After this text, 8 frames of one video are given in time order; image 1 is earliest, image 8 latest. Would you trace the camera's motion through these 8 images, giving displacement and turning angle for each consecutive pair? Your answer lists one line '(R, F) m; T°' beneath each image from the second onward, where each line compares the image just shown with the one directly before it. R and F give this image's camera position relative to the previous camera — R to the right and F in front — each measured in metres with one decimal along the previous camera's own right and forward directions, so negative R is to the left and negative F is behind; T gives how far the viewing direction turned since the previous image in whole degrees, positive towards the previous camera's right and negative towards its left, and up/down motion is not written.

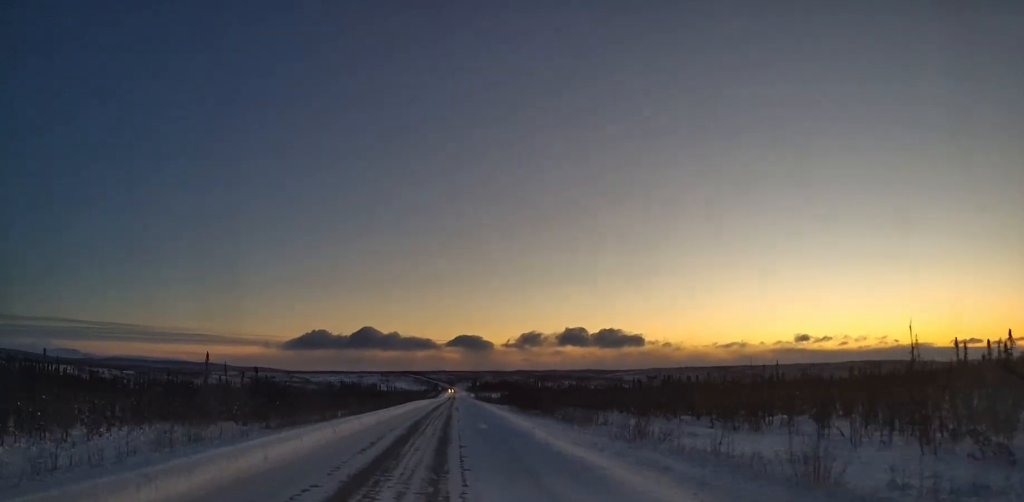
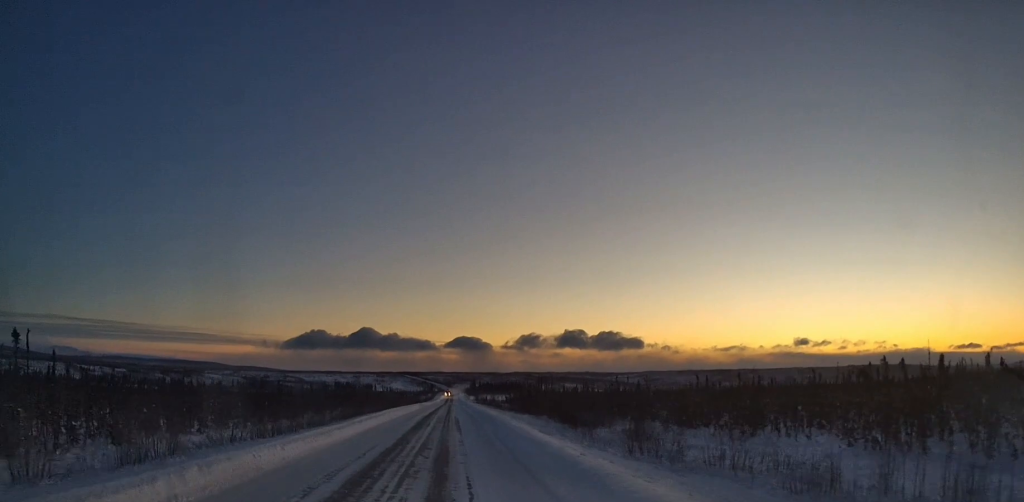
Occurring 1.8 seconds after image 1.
(0.0, +32.2) m; 0°
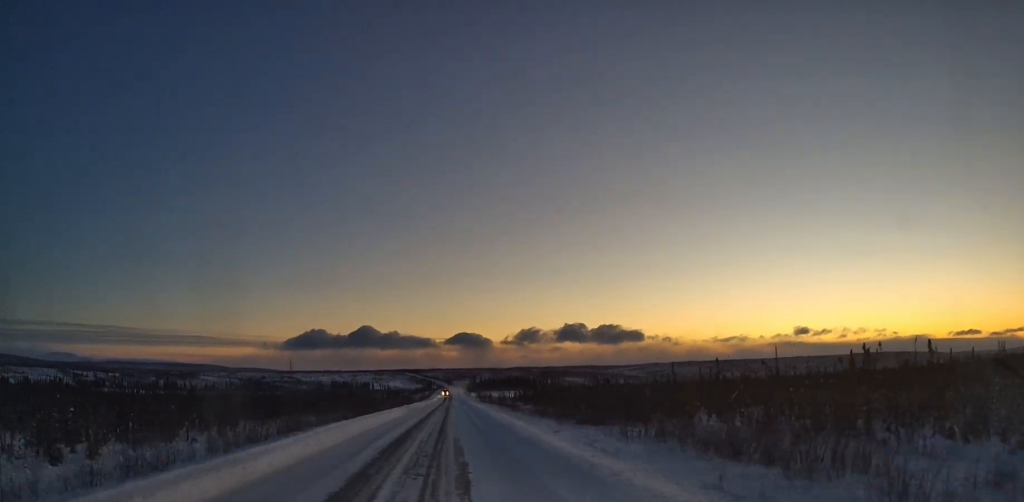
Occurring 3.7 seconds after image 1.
(0.0, +34.4) m; 0°
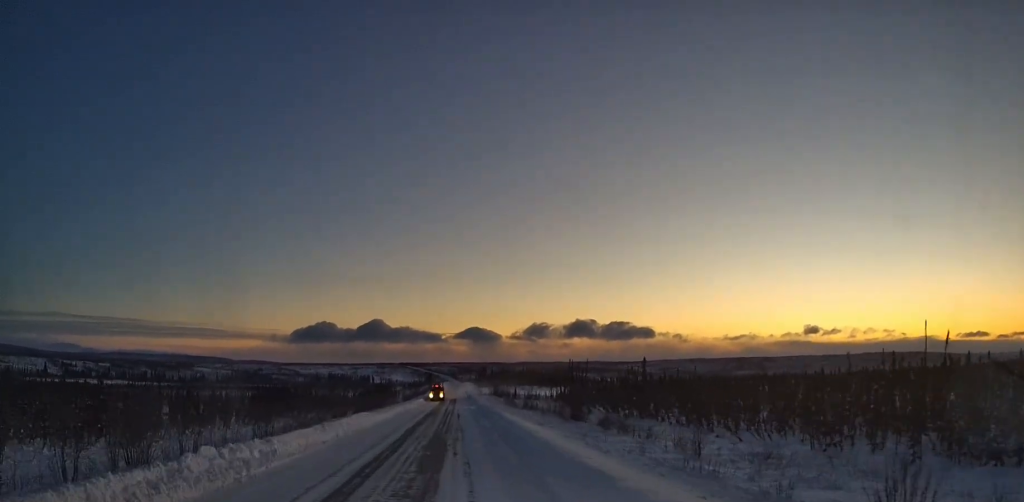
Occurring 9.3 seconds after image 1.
(0.0, +84.5) m; 0°
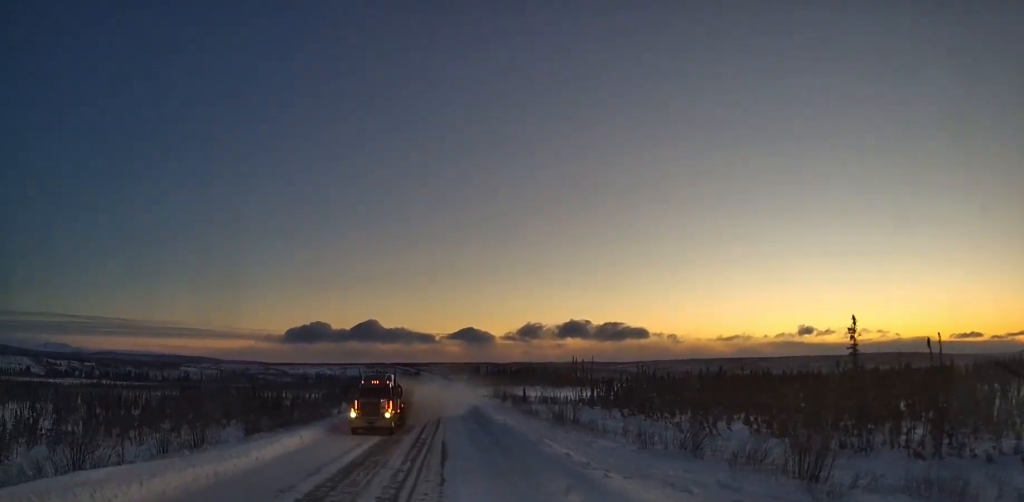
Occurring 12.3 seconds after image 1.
(0.0, +41.1) m; 0°
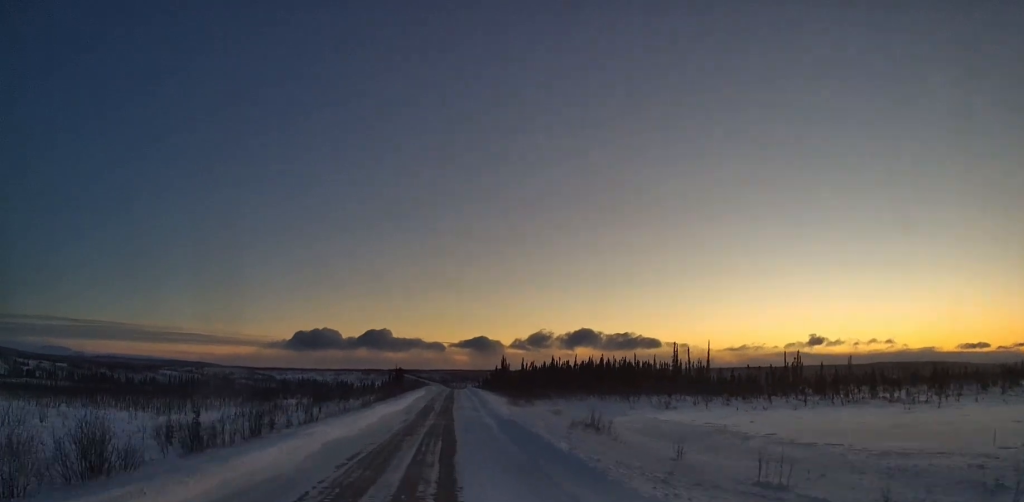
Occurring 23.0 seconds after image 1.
(-1.0, +139.6) m; -1°
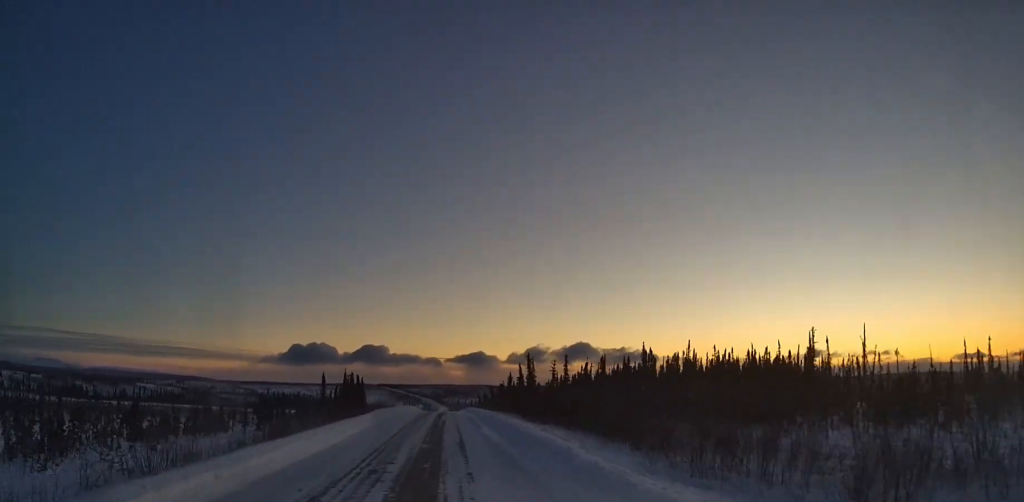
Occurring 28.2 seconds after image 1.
(-0.1, +73.3) m; +1°
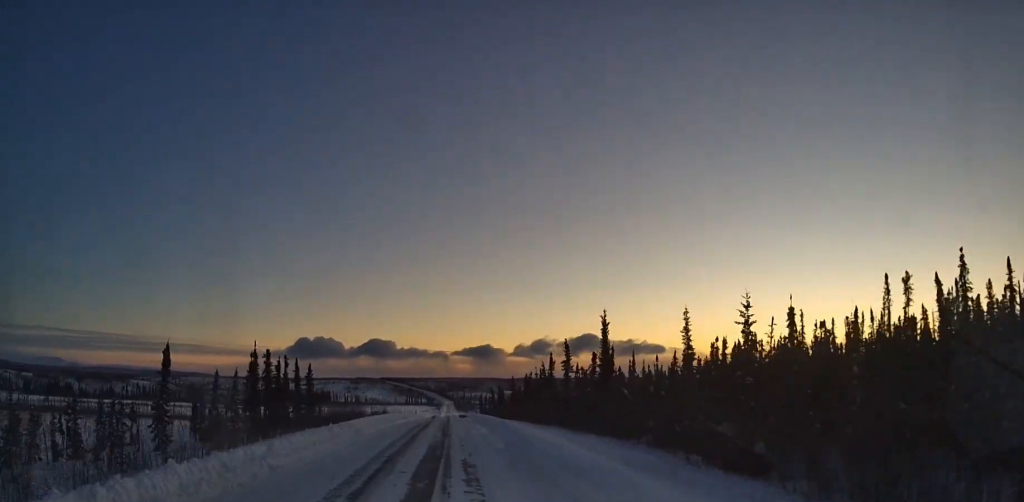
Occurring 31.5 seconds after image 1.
(+0.8, +50.9) m; +1°
